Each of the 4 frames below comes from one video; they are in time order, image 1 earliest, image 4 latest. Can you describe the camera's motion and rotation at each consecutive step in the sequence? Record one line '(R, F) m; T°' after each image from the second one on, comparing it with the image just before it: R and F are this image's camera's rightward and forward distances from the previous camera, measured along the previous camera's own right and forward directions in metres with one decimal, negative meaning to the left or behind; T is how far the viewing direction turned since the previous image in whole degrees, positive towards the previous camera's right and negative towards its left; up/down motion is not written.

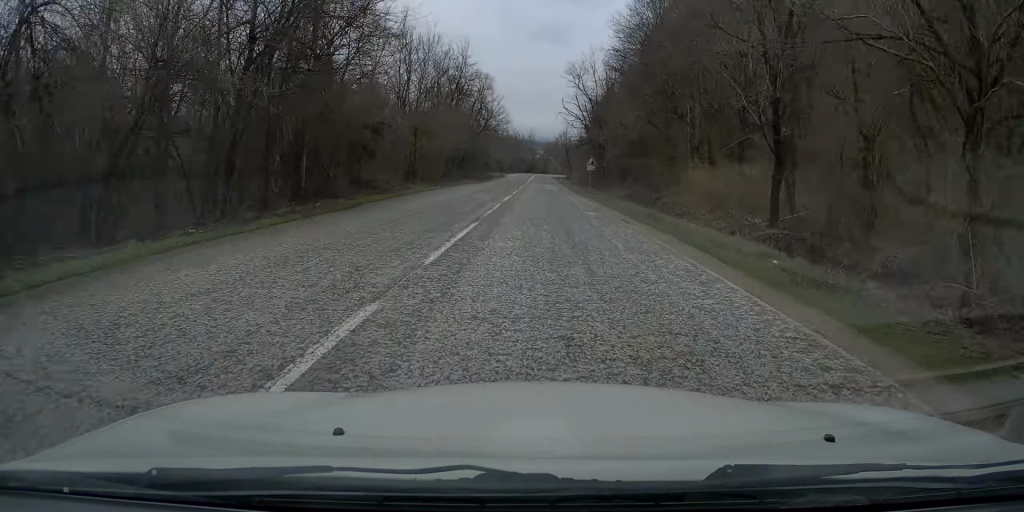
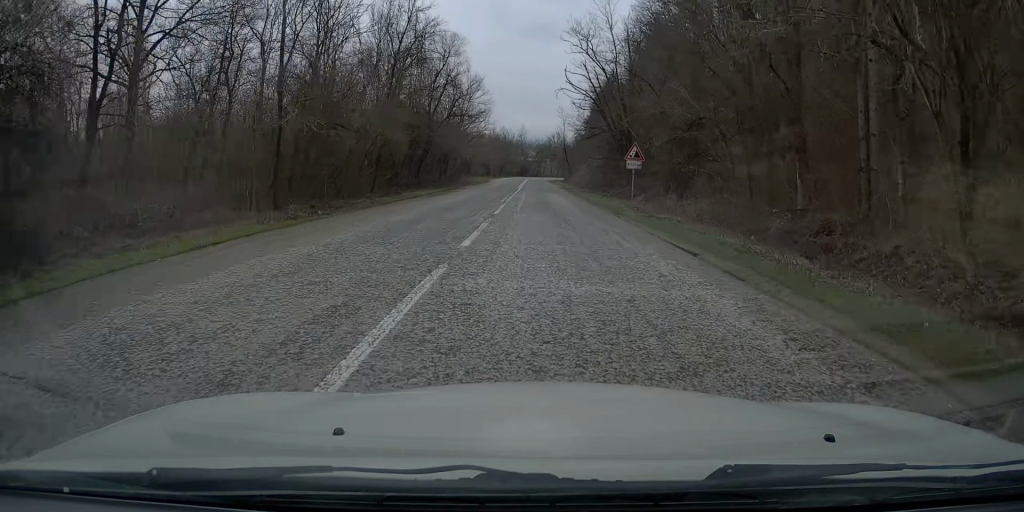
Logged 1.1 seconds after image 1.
(-0.2, +24.2) m; -1°
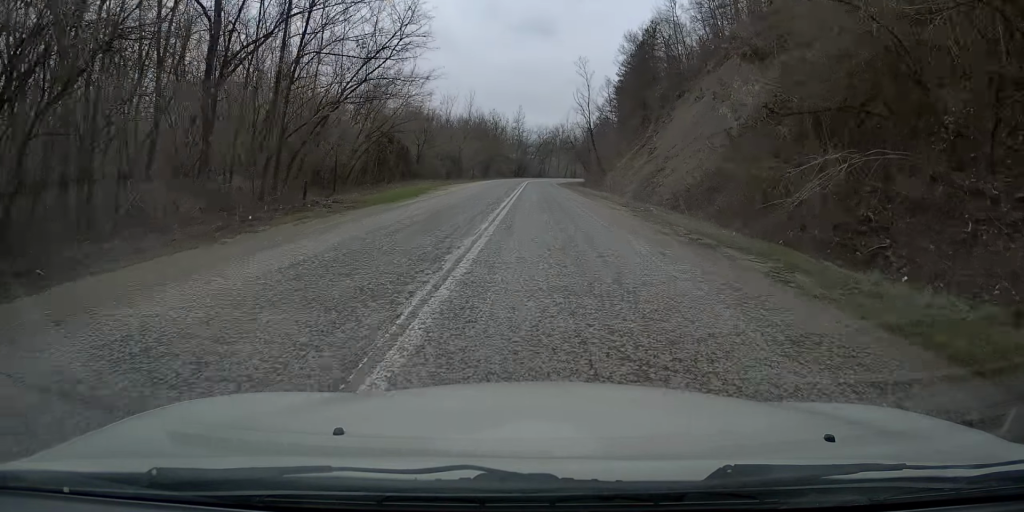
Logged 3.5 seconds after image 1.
(+0.1, +53.5) m; +1°
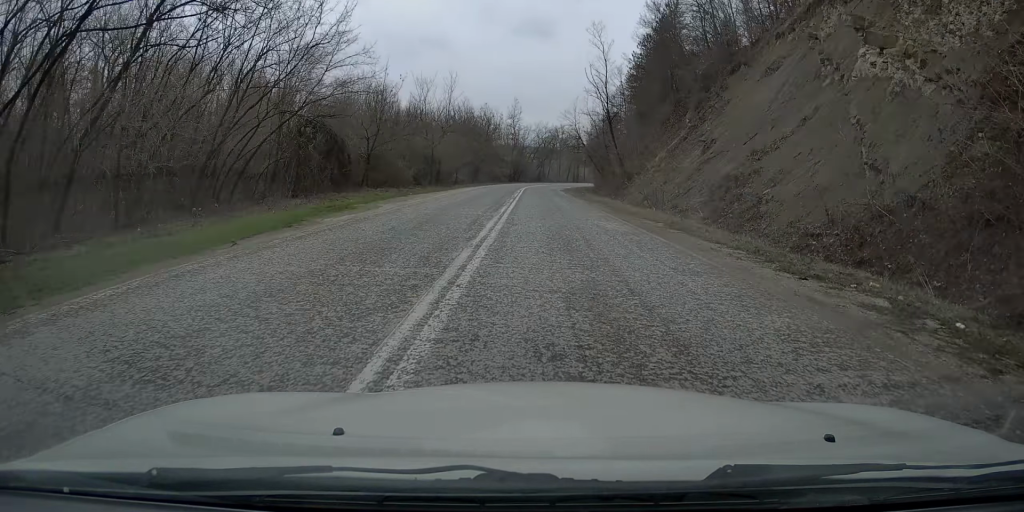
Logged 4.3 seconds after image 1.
(+0.1, +18.6) m; 0°
